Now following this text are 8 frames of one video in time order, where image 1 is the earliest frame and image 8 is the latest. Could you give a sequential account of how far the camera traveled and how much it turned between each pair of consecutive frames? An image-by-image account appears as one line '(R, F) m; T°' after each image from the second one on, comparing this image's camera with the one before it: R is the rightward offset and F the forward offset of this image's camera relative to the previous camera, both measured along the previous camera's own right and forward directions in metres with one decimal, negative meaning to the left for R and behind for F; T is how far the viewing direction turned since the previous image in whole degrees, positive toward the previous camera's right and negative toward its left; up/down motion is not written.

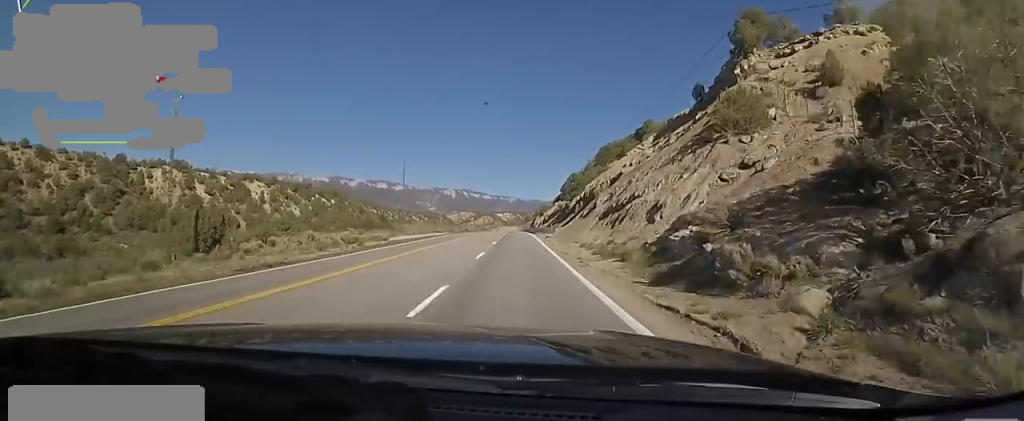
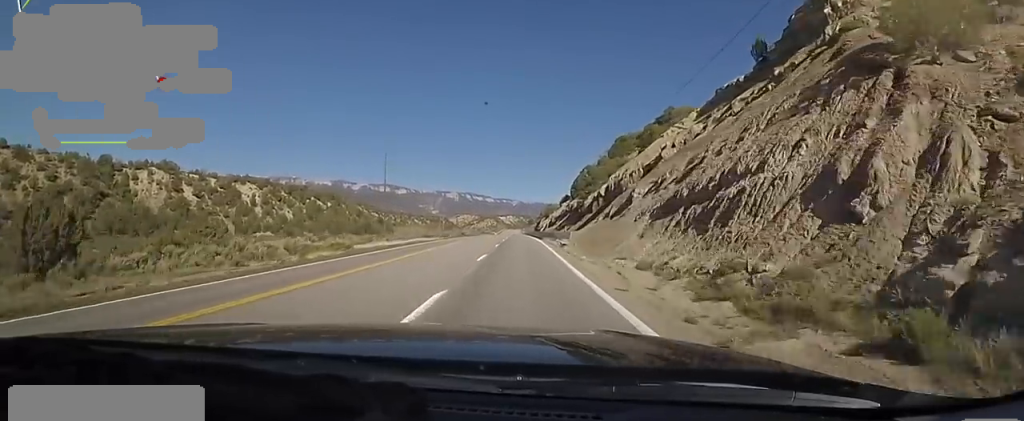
(-0.4, +12.9) m; -2°
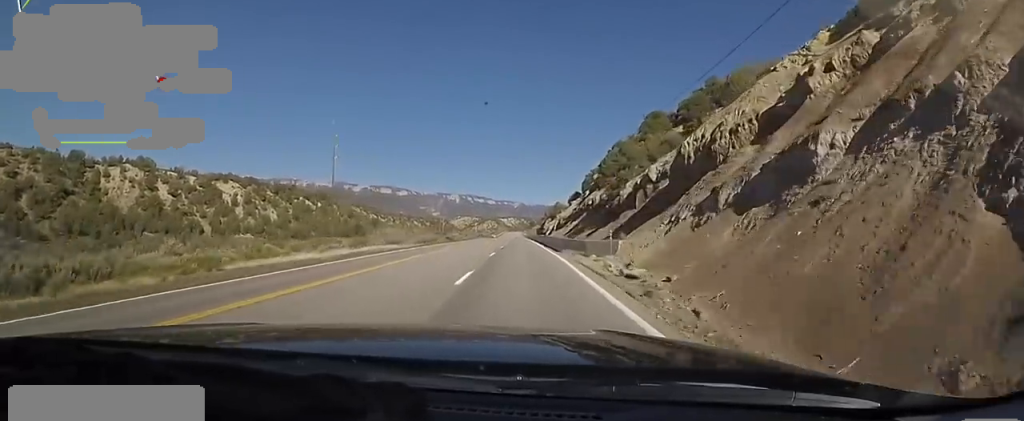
(-0.6, +19.2) m; -3°
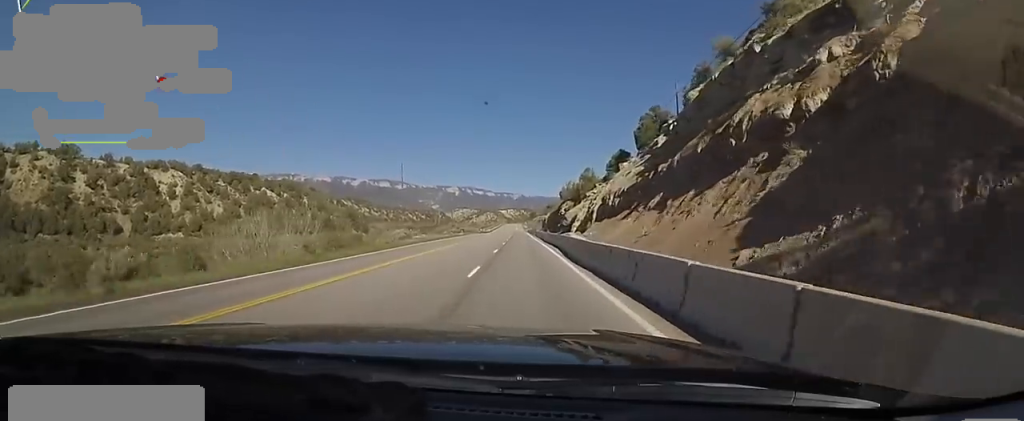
(+1.0, +46.9) m; +3°
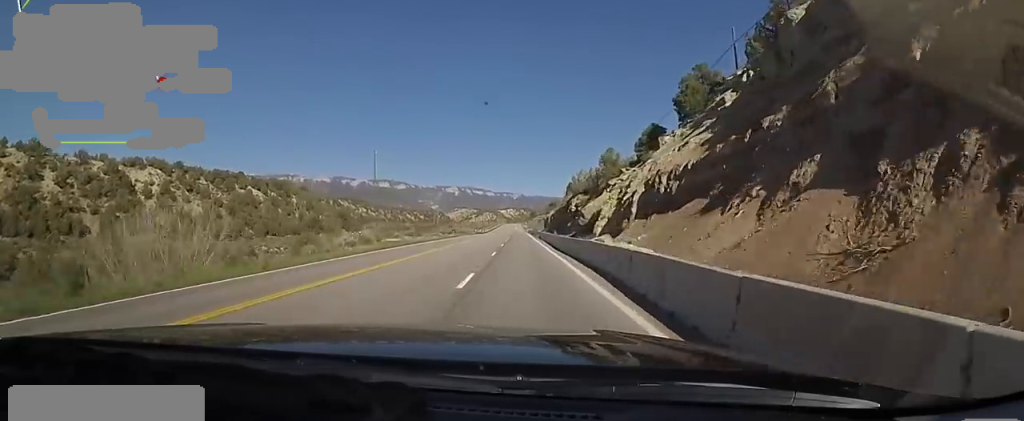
(-0.3, +14.5) m; 0°
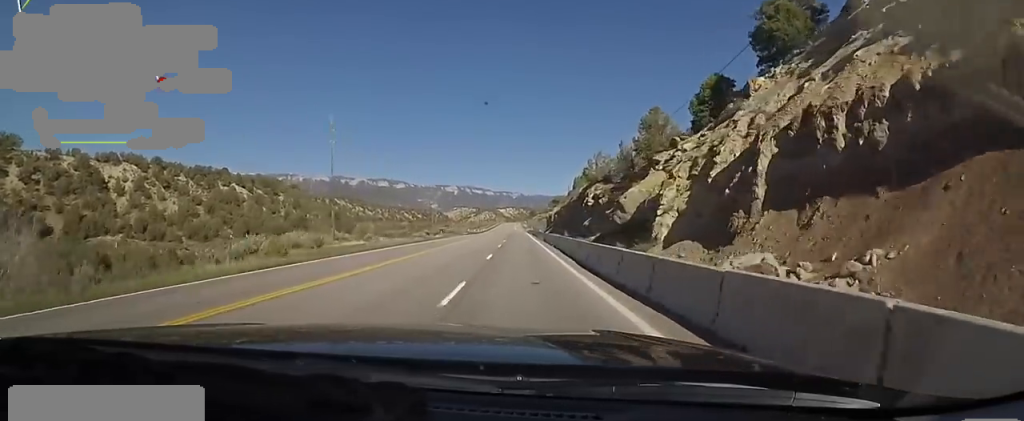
(+0.1, +14.6) m; 0°
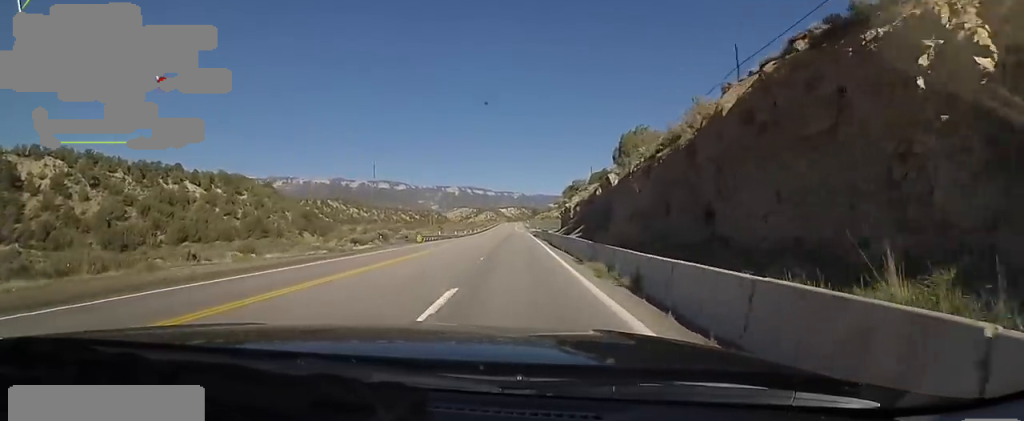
(-0.2, +38.2) m; 0°
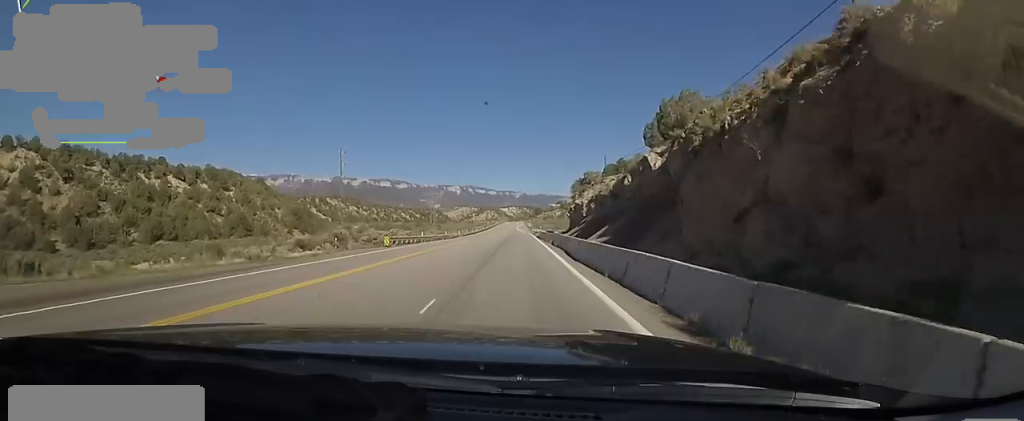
(+0.2, +12.2) m; 0°
